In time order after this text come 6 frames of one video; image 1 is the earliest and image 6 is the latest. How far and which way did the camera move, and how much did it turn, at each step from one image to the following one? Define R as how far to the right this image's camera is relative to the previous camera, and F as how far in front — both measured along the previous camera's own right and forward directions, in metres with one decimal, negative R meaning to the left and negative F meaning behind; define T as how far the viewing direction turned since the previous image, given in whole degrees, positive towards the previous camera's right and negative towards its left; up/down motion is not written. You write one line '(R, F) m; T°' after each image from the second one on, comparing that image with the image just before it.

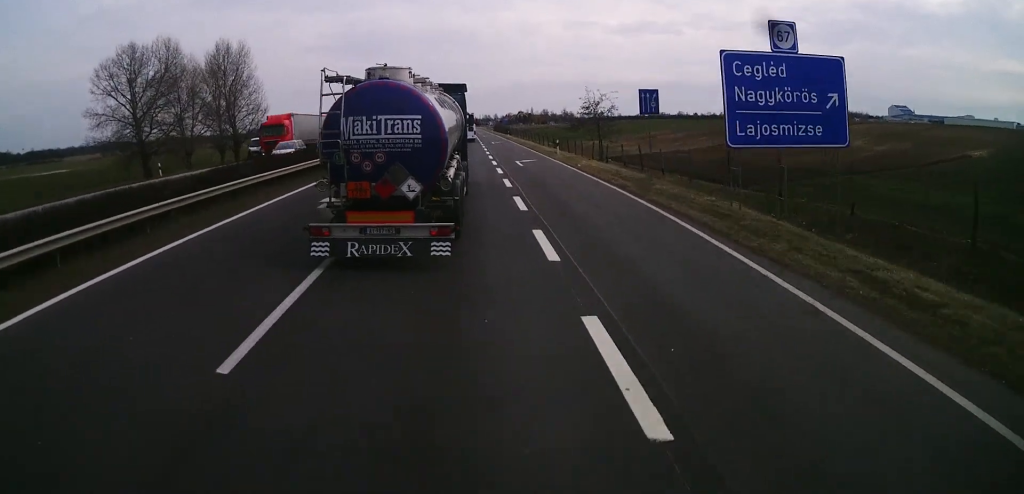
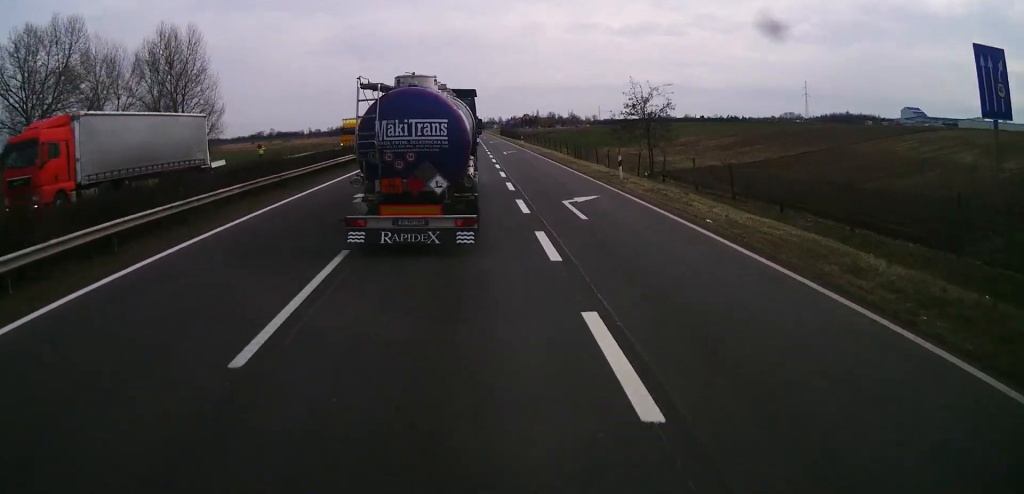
(+0.4, +17.8) m; 0°
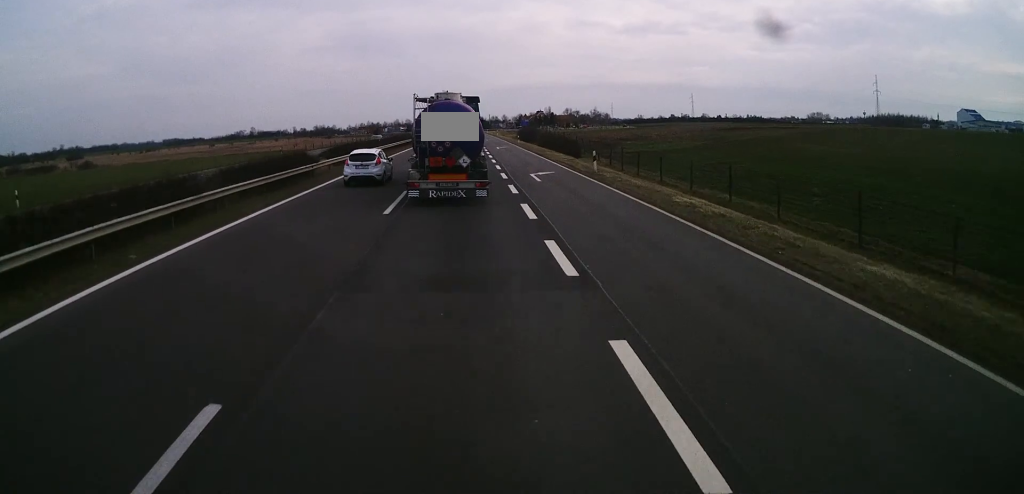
(-1.6, +97.3) m; -1°
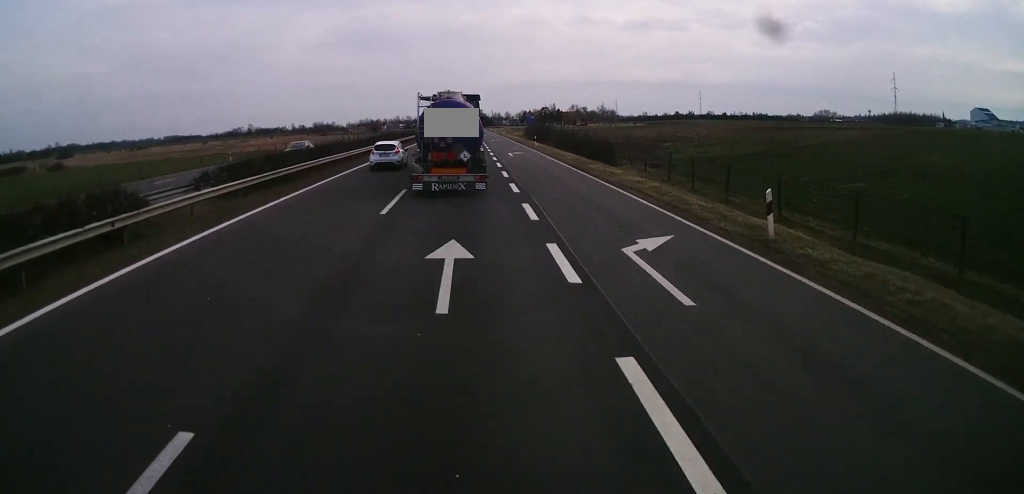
(+0.2, +18.5) m; +1°
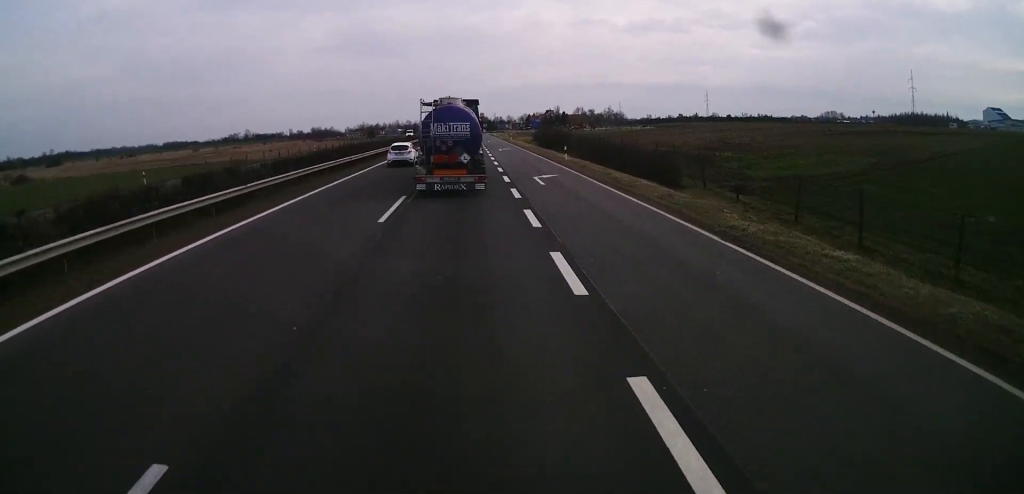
(+0.1, +18.4) m; 0°
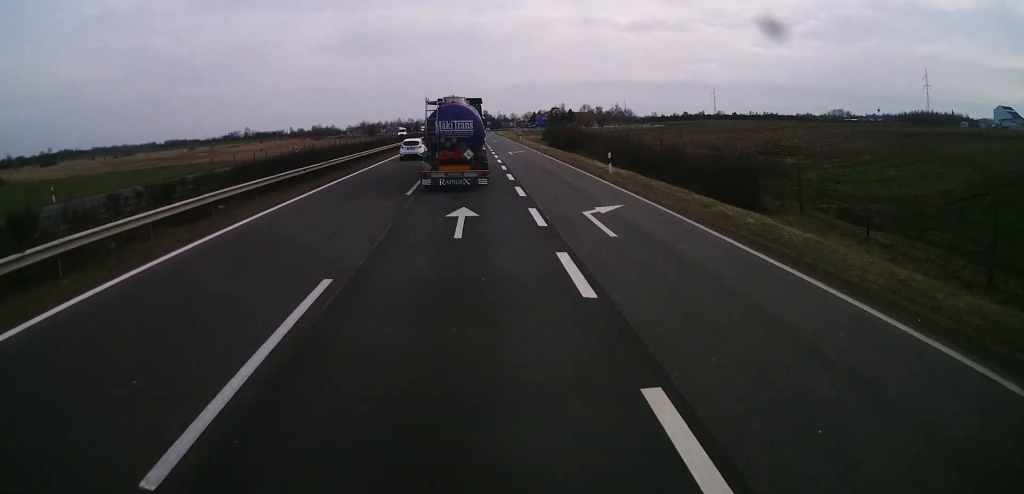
(0.0, +12.3) m; 0°
